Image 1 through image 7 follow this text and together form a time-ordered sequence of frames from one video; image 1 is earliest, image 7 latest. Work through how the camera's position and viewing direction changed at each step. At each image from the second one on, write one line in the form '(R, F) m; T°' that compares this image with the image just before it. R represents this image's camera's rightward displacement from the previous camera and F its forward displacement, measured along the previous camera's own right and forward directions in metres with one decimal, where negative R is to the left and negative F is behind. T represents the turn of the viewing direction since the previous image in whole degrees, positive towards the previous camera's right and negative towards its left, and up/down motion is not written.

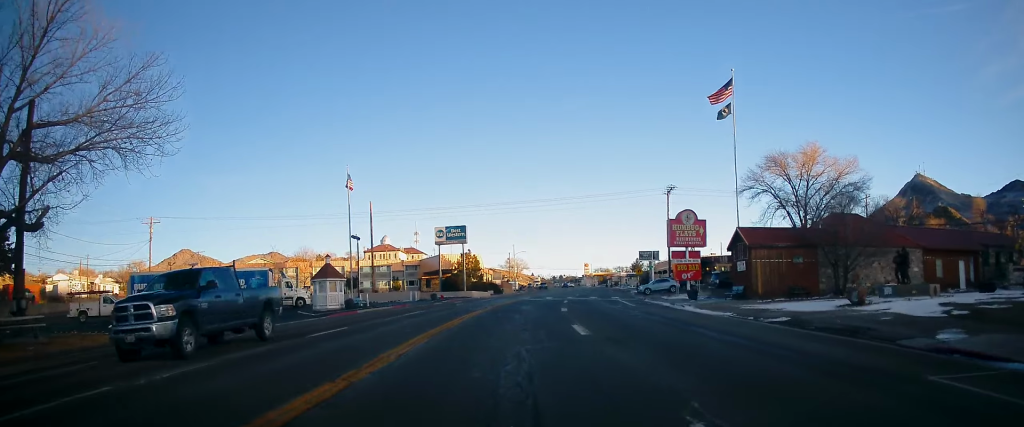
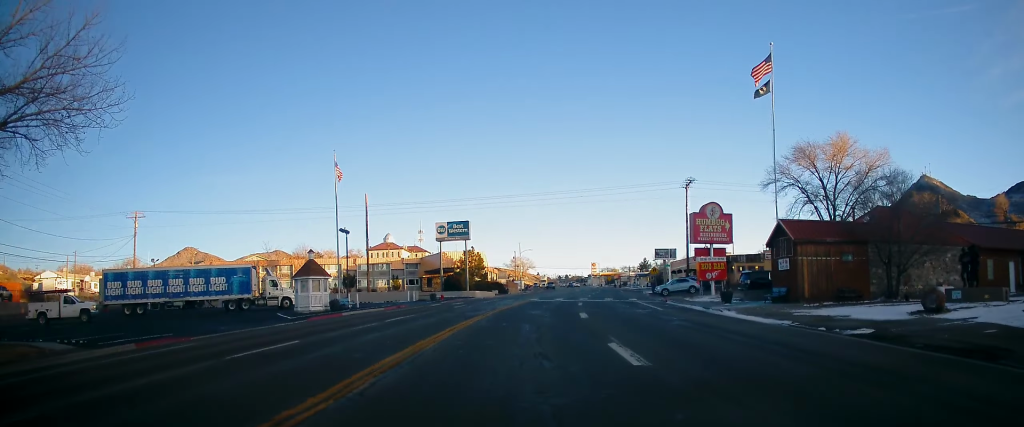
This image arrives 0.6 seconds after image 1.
(-0.2, +5.7) m; -1°
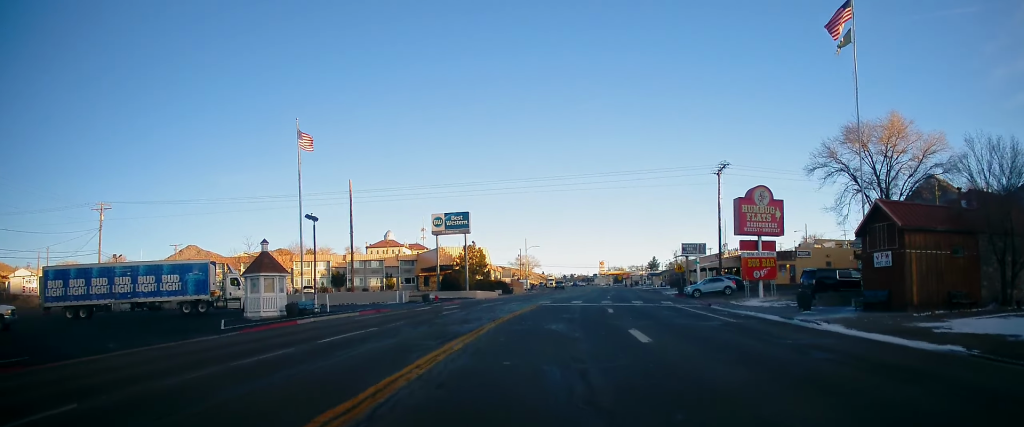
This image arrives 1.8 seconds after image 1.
(0.0, +9.7) m; +2°
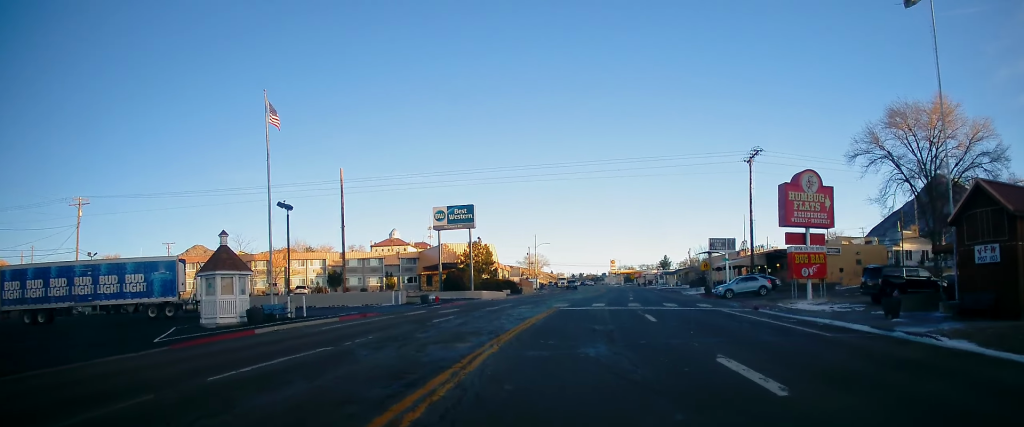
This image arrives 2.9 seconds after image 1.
(+0.2, +6.7) m; -4°
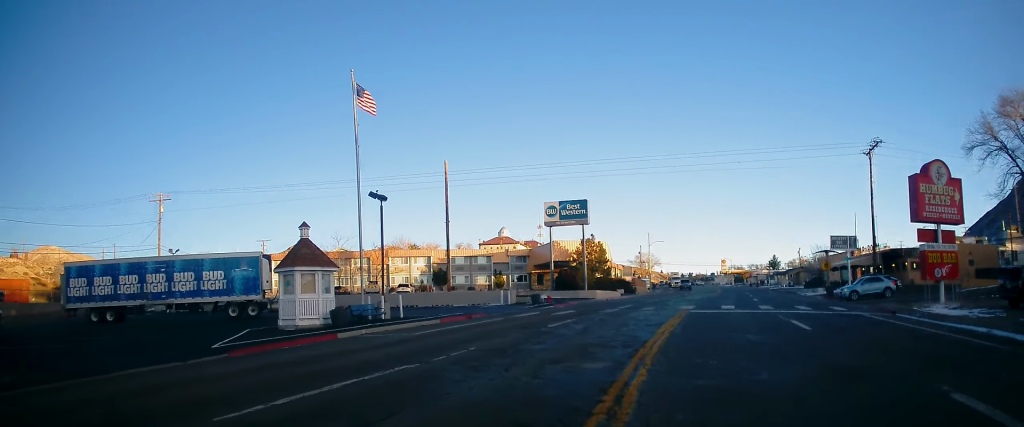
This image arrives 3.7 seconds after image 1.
(-0.1, +3.6) m; -15°
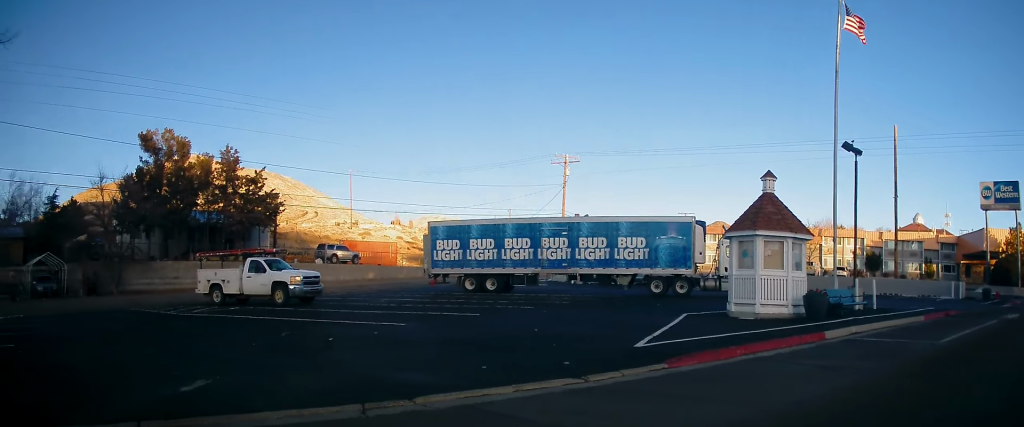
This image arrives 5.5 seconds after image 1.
(-2.1, +6.6) m; -32°
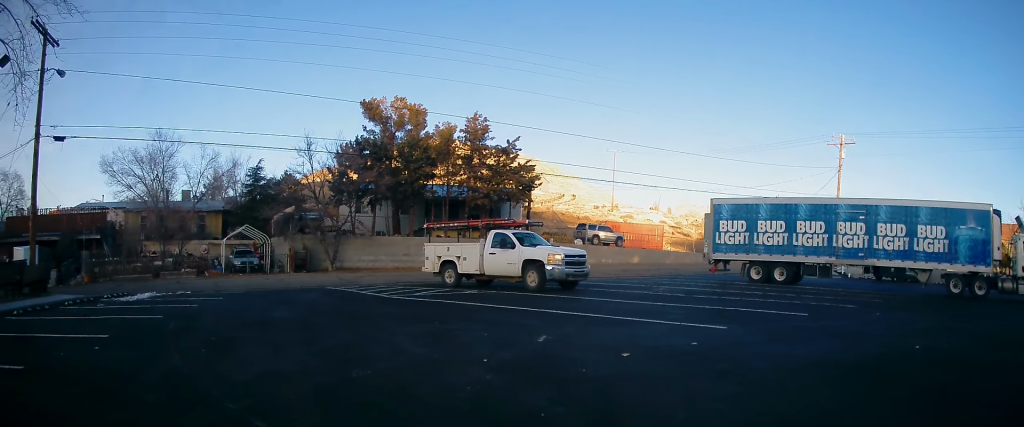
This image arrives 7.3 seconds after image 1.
(-1.9, +4.9) m; -35°
